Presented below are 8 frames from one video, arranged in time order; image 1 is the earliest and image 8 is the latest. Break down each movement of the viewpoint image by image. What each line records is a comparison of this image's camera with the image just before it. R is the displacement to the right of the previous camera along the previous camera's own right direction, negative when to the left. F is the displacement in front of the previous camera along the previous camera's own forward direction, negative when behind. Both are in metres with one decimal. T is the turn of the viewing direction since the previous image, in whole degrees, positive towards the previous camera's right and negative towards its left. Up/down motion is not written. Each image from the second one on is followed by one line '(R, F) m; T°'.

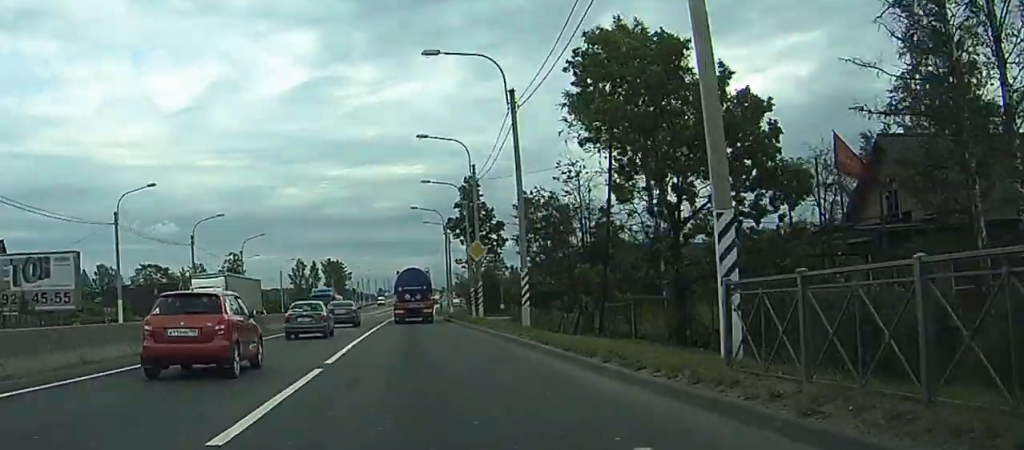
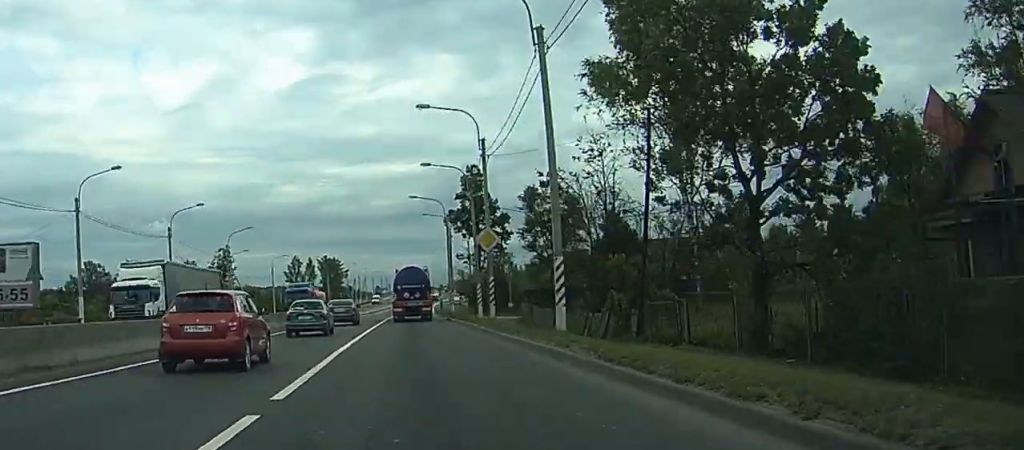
(+0.1, +7.1) m; 0°
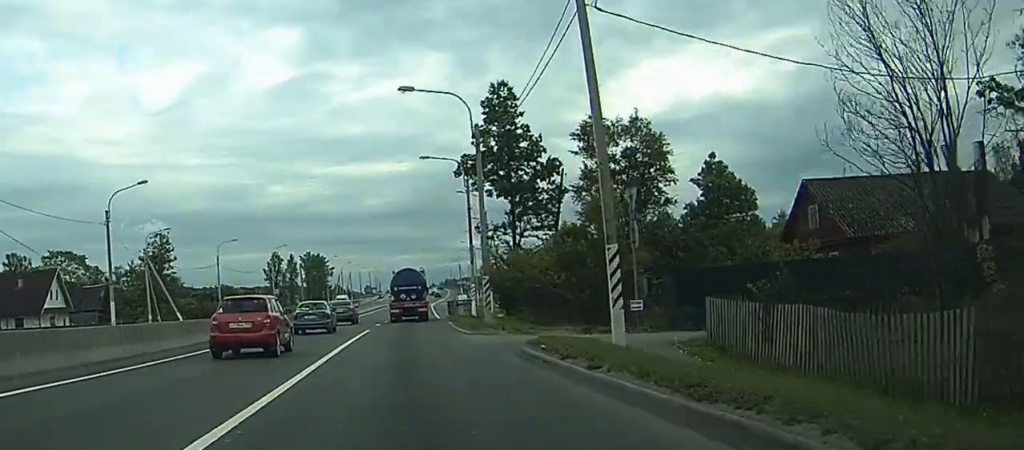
(-3.5, +37.4) m; +1°
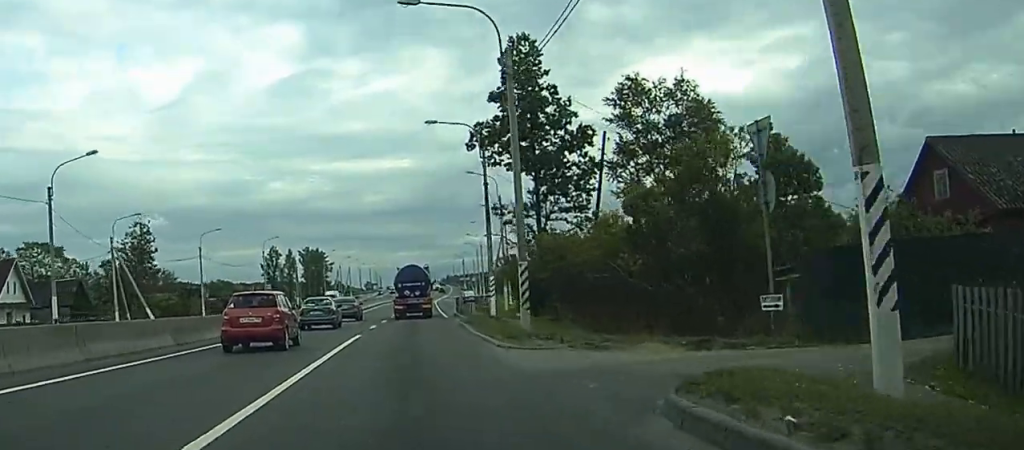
(+2.1, +10.0) m; +3°
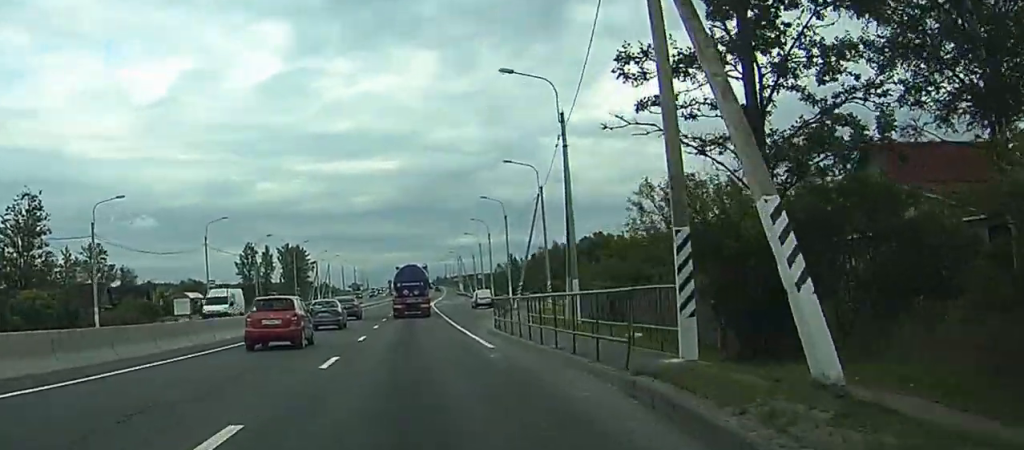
(-0.7, +32.1) m; -3°
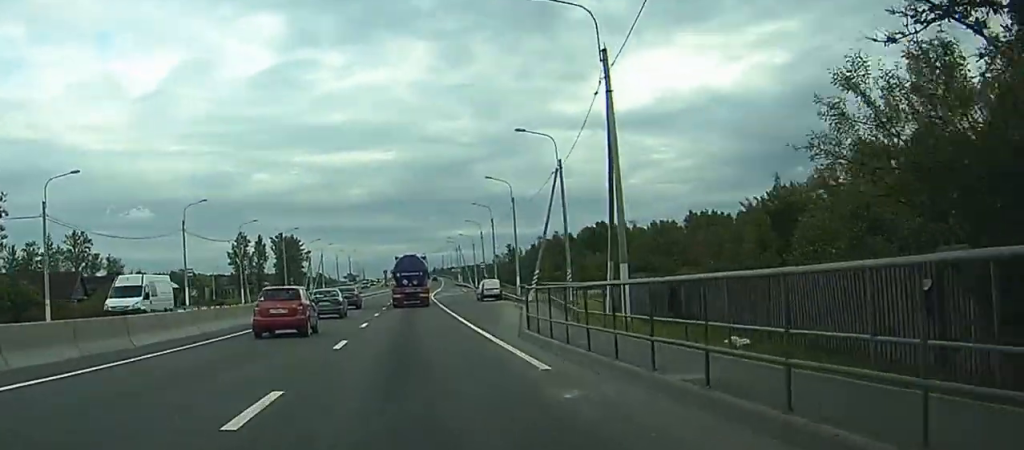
(0.0, +9.3) m; 0°
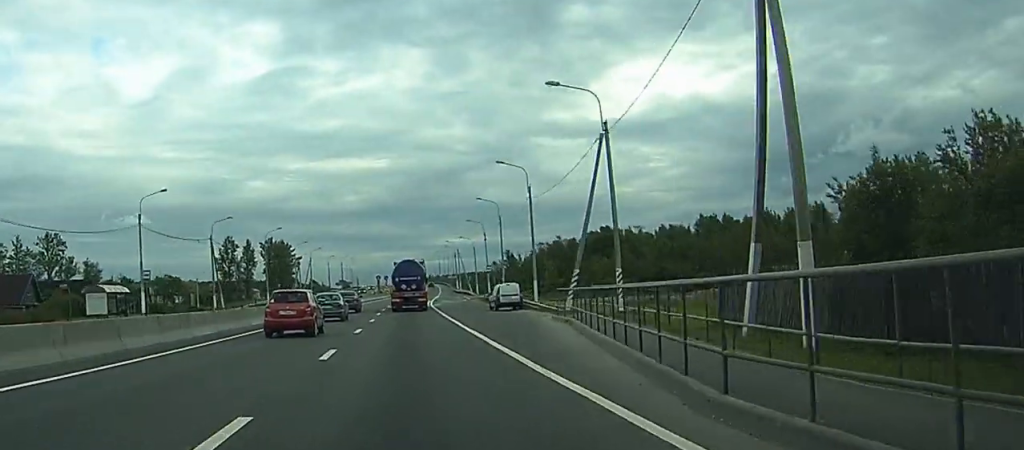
(+0.2, +14.6) m; +1°
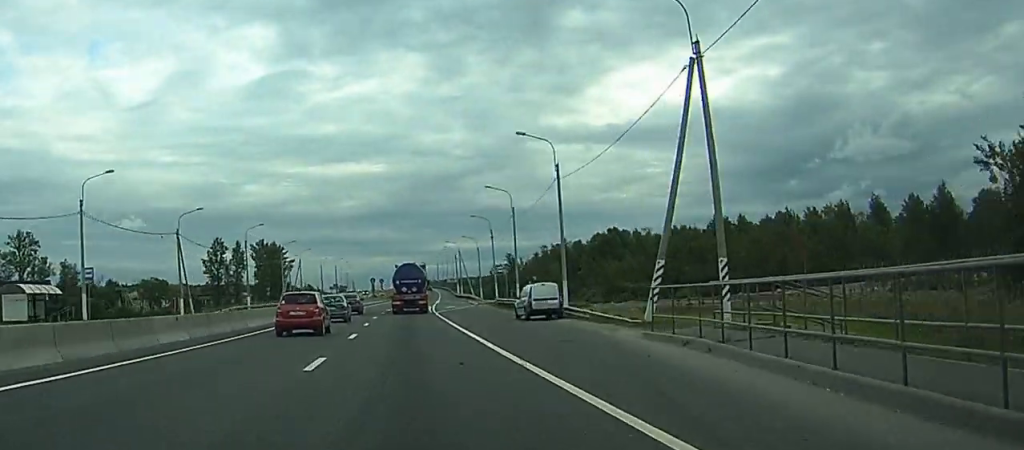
(+0.1, +14.5) m; 0°
